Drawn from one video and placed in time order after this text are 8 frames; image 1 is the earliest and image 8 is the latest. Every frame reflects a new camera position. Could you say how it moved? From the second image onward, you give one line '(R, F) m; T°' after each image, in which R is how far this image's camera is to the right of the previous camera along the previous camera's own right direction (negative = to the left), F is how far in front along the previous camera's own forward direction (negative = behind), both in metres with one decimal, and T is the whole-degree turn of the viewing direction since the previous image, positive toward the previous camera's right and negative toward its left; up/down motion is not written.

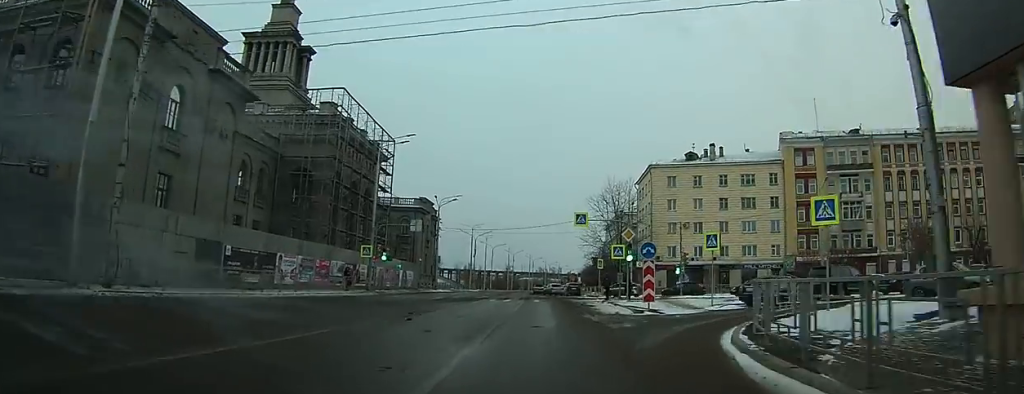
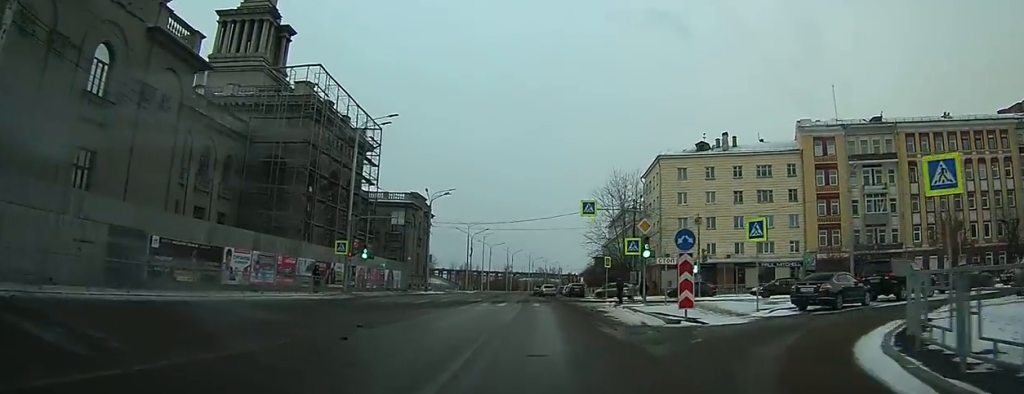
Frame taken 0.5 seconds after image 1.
(0.0, +6.1) m; 0°
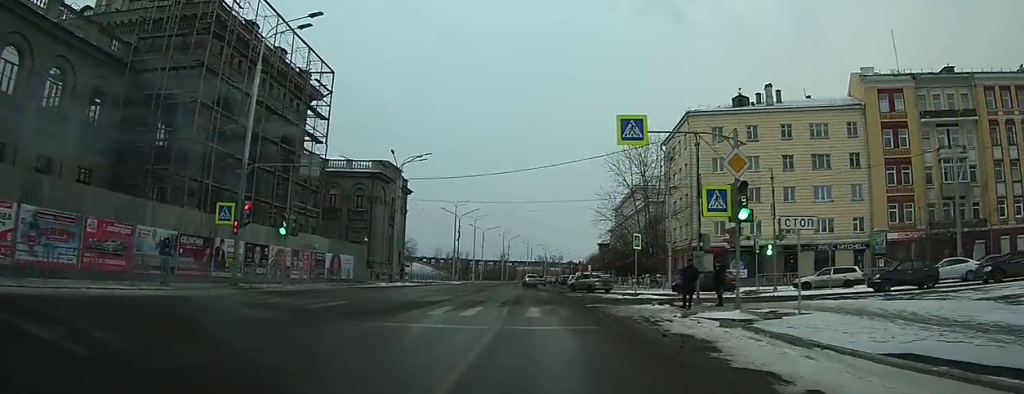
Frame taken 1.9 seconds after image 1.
(+0.1, +15.9) m; +1°
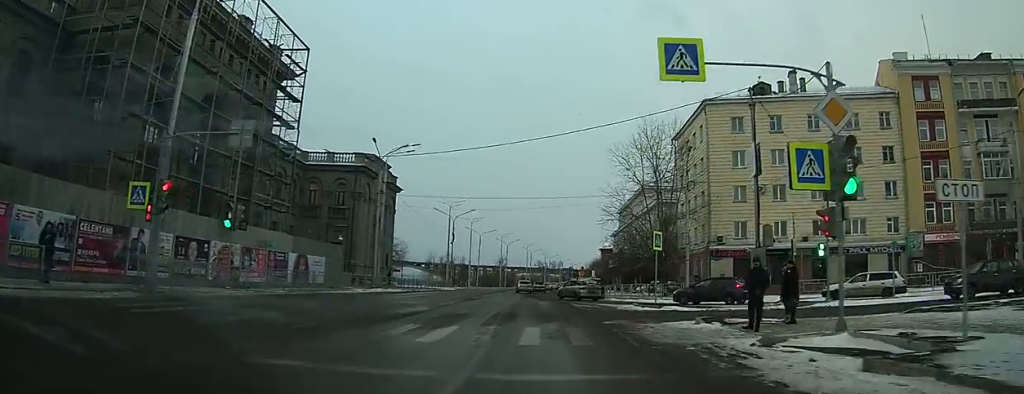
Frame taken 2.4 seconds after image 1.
(+0.1, +6.2) m; 0°
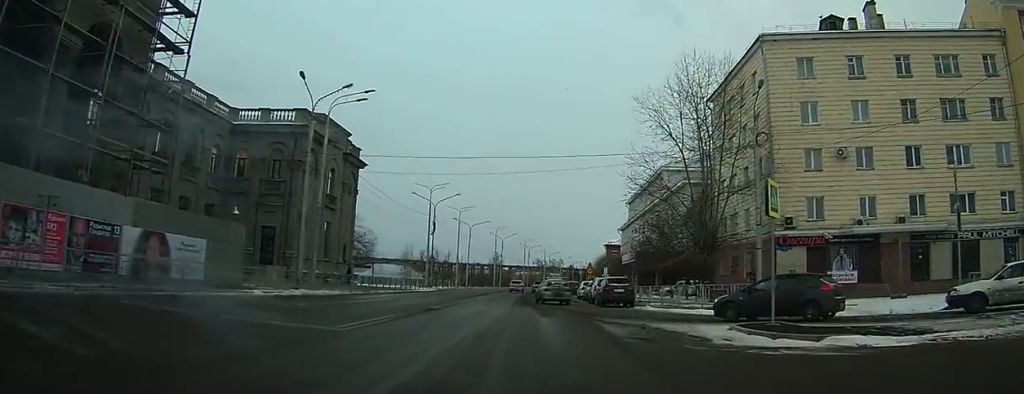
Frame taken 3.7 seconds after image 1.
(0.0, +15.0) m; 0°
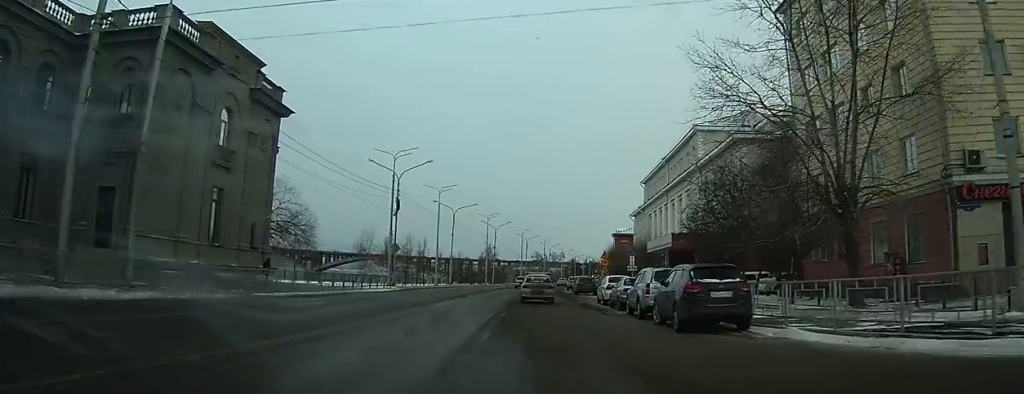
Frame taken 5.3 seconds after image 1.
(0.0, +17.4) m; 0°
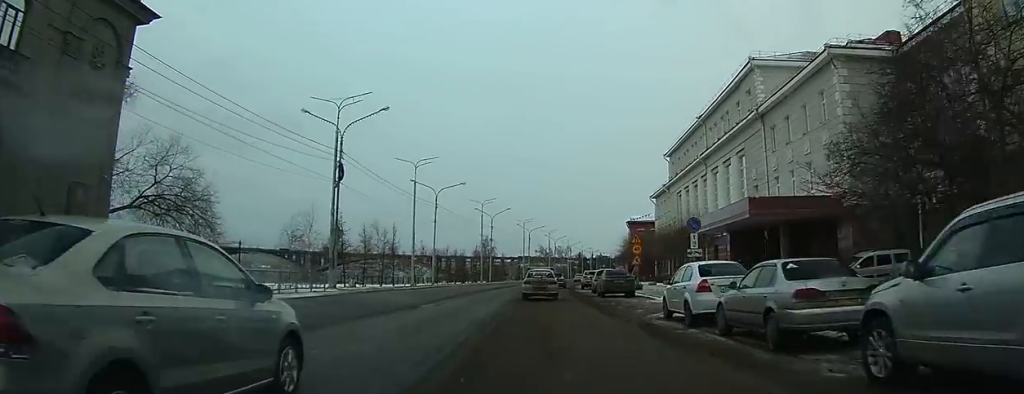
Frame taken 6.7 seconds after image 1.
(0.0, +14.7) m; +1°
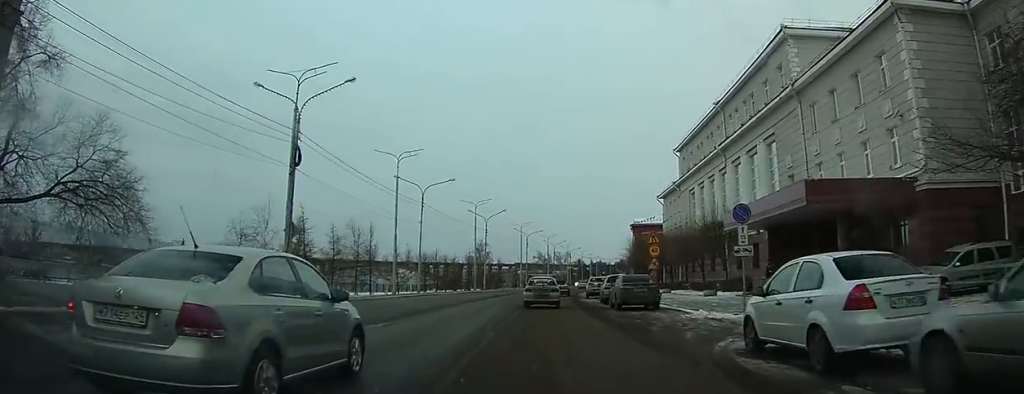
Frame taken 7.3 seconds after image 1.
(-0.1, +5.8) m; +3°
